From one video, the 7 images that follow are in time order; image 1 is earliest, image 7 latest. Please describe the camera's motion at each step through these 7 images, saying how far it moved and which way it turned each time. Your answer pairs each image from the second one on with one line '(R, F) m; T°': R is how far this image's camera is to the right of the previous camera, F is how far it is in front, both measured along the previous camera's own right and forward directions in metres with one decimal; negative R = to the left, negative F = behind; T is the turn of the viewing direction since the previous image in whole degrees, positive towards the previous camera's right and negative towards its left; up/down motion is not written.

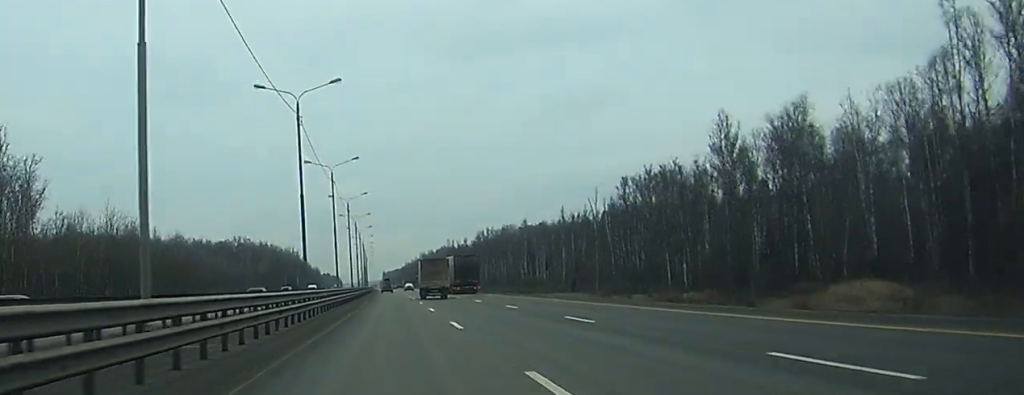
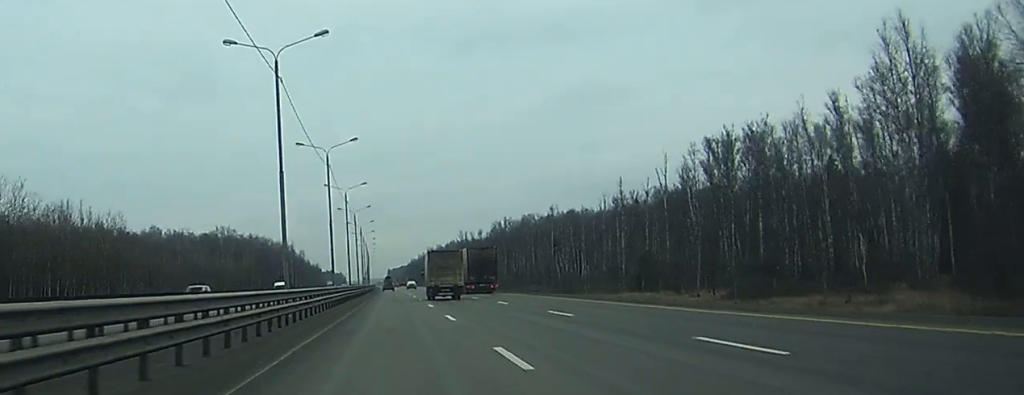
(0.0, +44.0) m; 0°
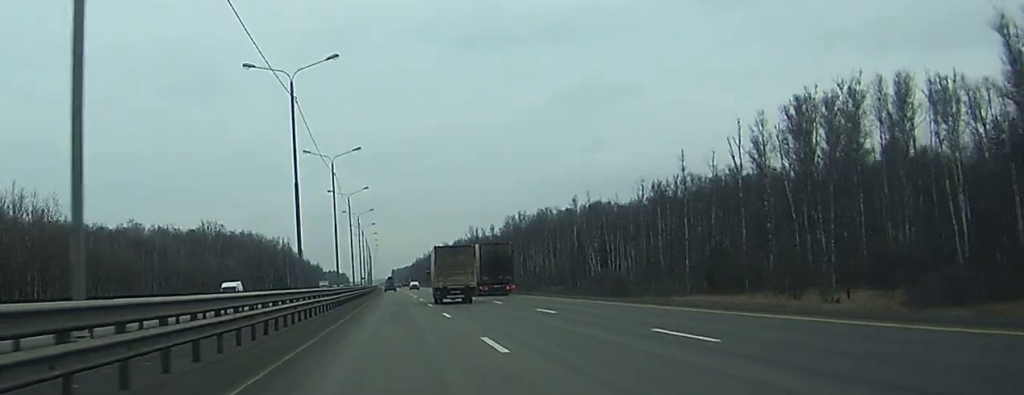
(0.0, +29.1) m; 0°
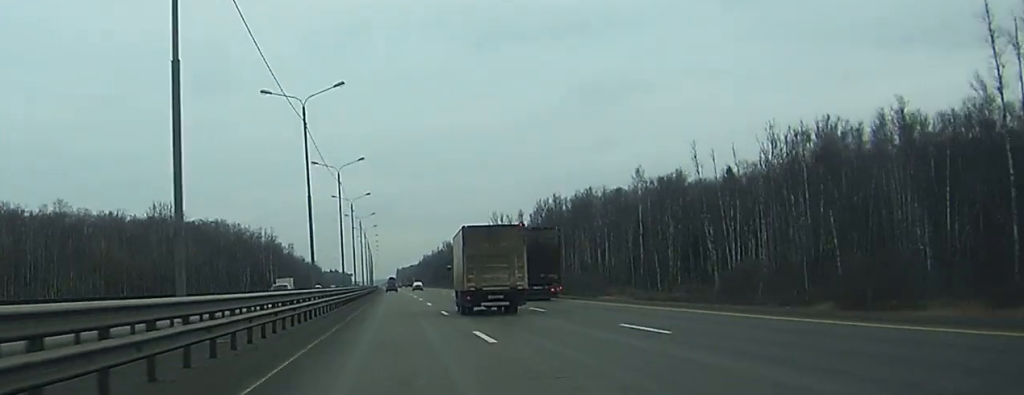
(-0.3, +61.3) m; -1°
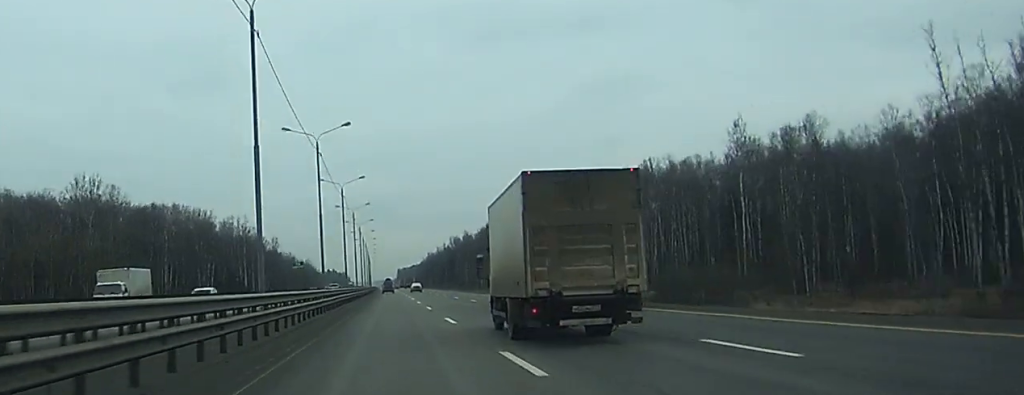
(-0.3, +54.5) m; -1°
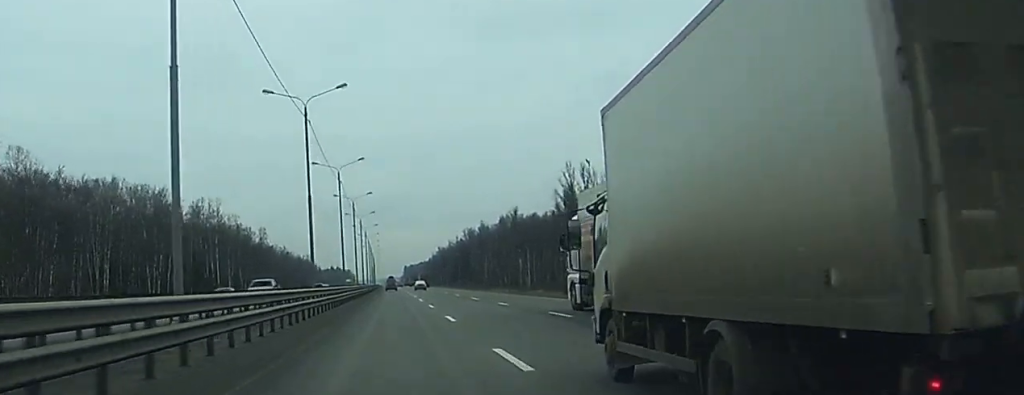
(-0.1, +47.1) m; 0°
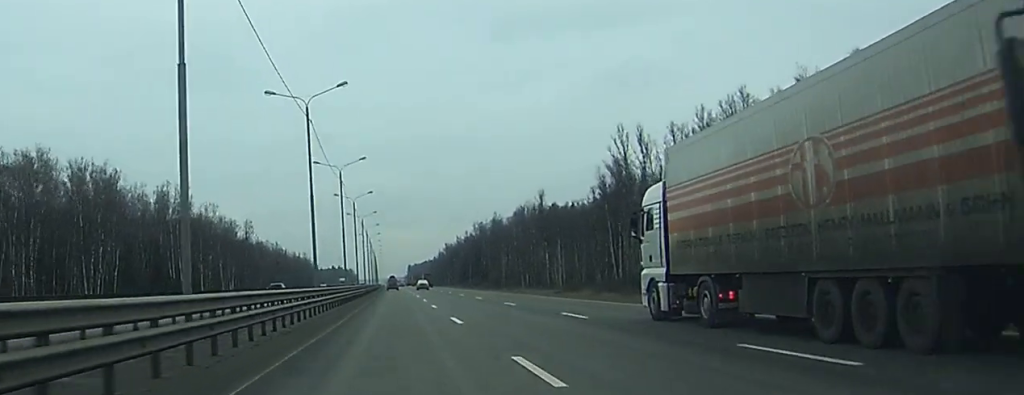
(0.0, +33.9) m; 0°
